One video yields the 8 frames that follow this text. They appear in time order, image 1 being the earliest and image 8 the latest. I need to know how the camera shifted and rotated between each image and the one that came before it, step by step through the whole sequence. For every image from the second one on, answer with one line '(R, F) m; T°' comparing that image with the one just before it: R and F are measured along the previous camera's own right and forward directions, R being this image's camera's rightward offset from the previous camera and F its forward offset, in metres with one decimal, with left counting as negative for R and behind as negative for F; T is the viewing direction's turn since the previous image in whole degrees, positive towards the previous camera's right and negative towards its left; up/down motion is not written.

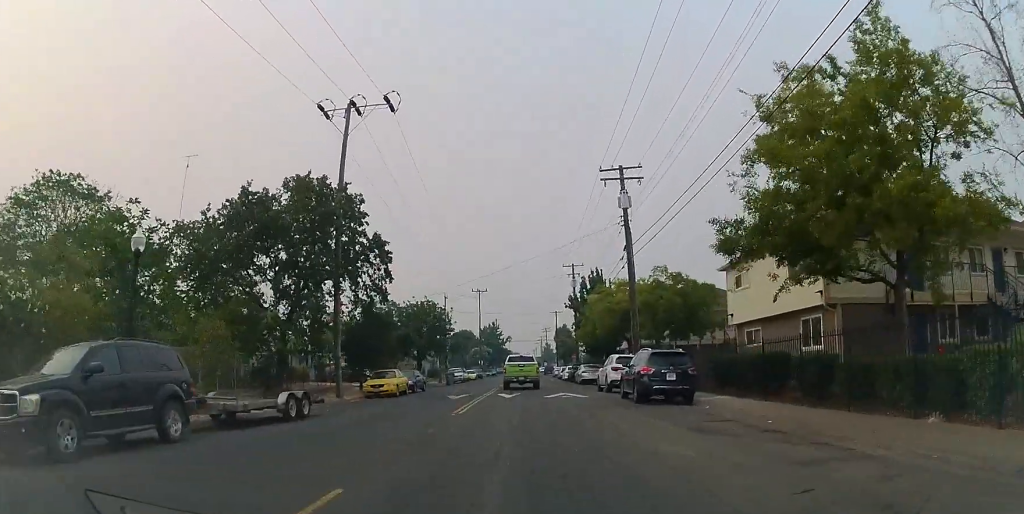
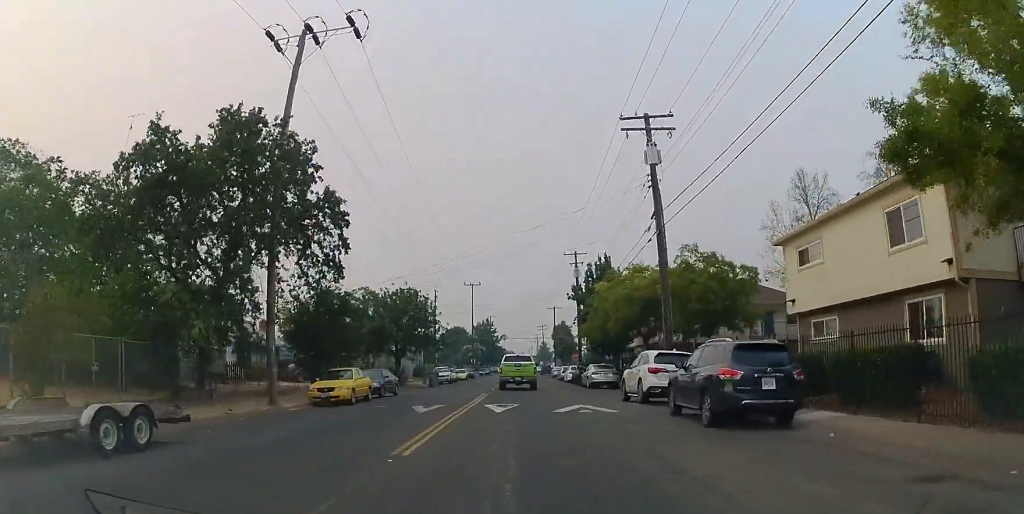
(0.0, +7.6) m; 0°
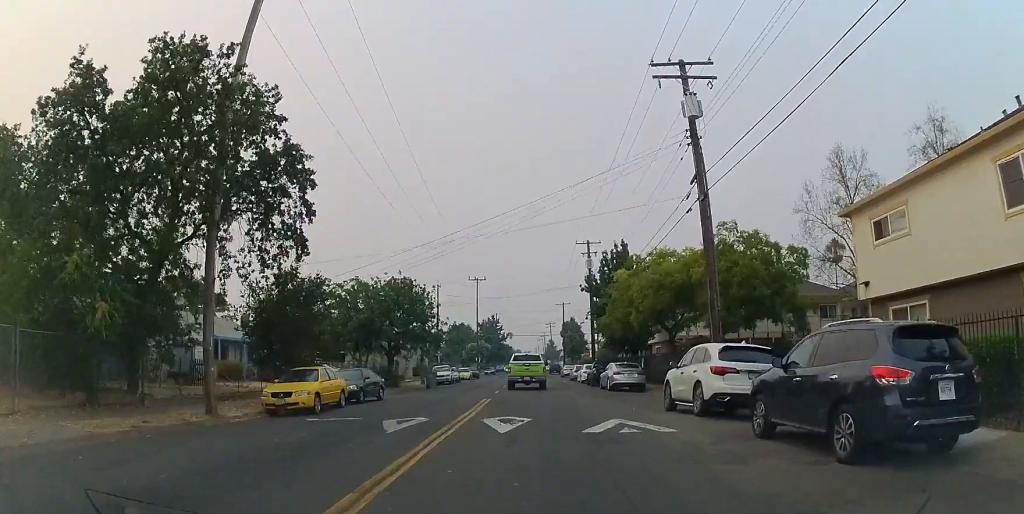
(0.0, +5.1) m; -2°
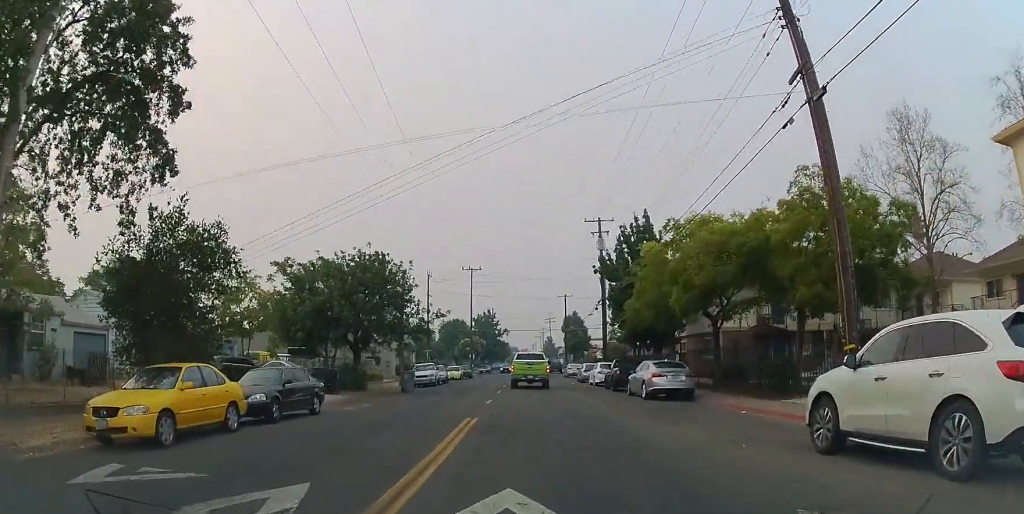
(-0.5, +9.2) m; -2°
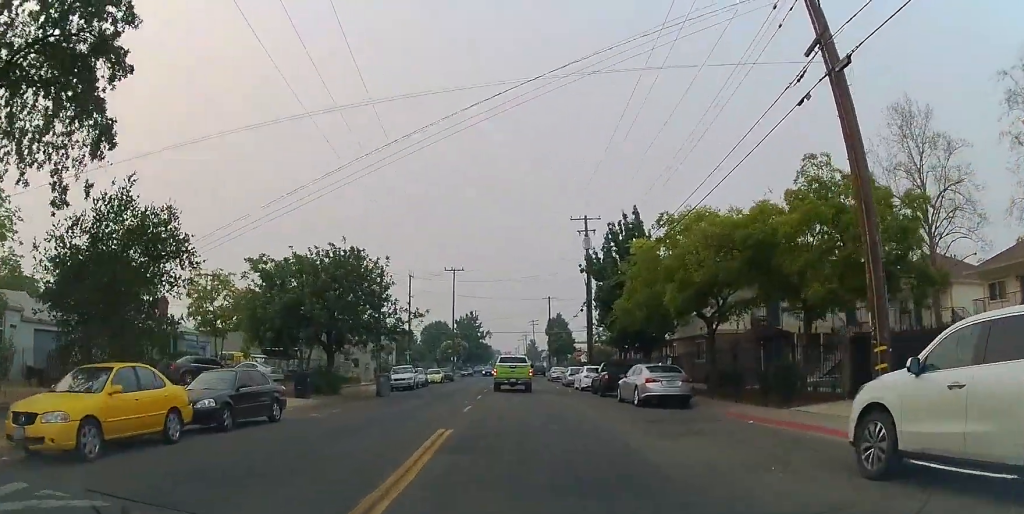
(+0.2, +2.1) m; +4°
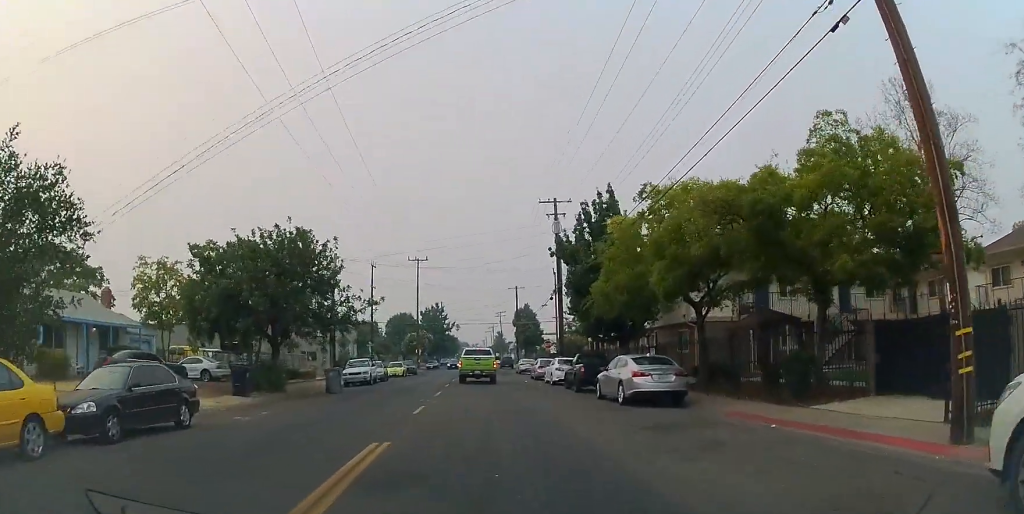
(+0.3, +4.0) m; +6°
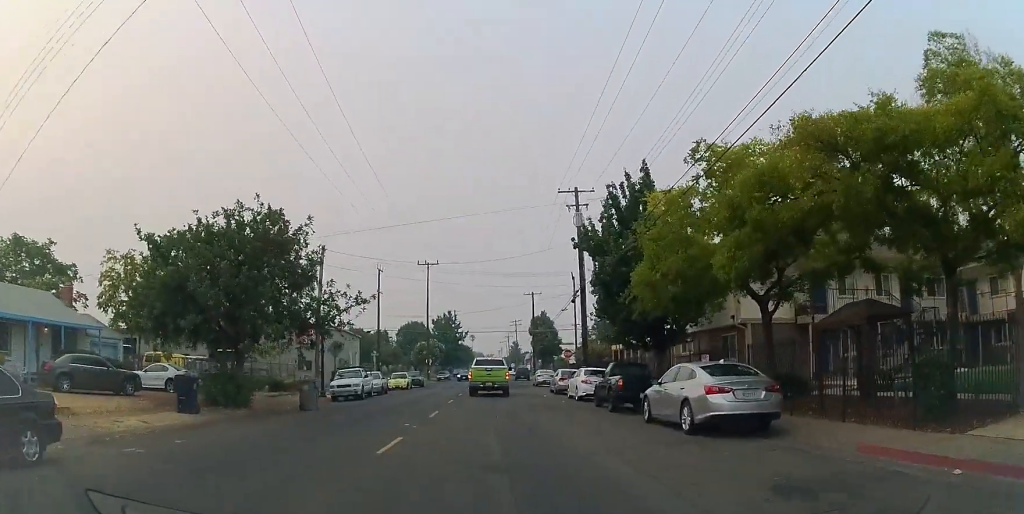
(0.0, +4.8) m; -5°
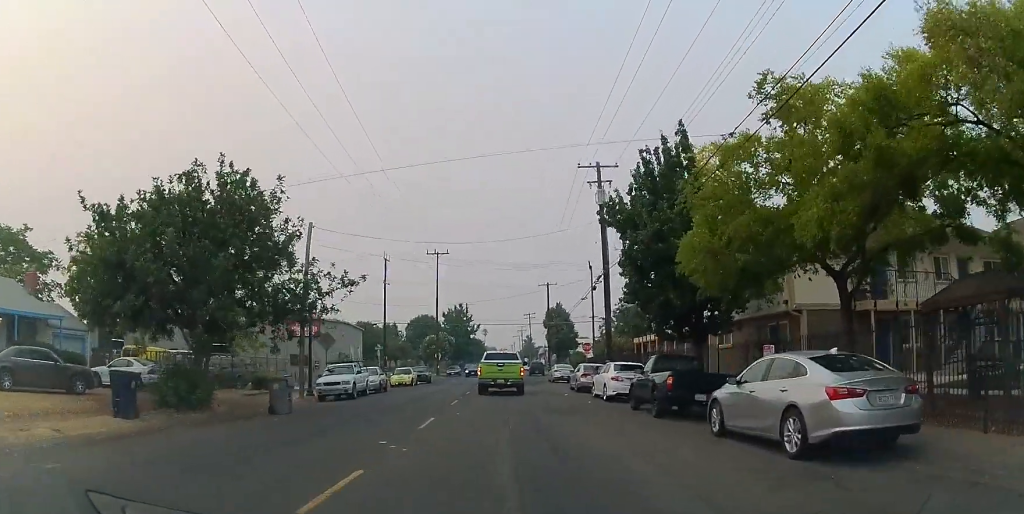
(-0.1, +3.2) m; -2°
